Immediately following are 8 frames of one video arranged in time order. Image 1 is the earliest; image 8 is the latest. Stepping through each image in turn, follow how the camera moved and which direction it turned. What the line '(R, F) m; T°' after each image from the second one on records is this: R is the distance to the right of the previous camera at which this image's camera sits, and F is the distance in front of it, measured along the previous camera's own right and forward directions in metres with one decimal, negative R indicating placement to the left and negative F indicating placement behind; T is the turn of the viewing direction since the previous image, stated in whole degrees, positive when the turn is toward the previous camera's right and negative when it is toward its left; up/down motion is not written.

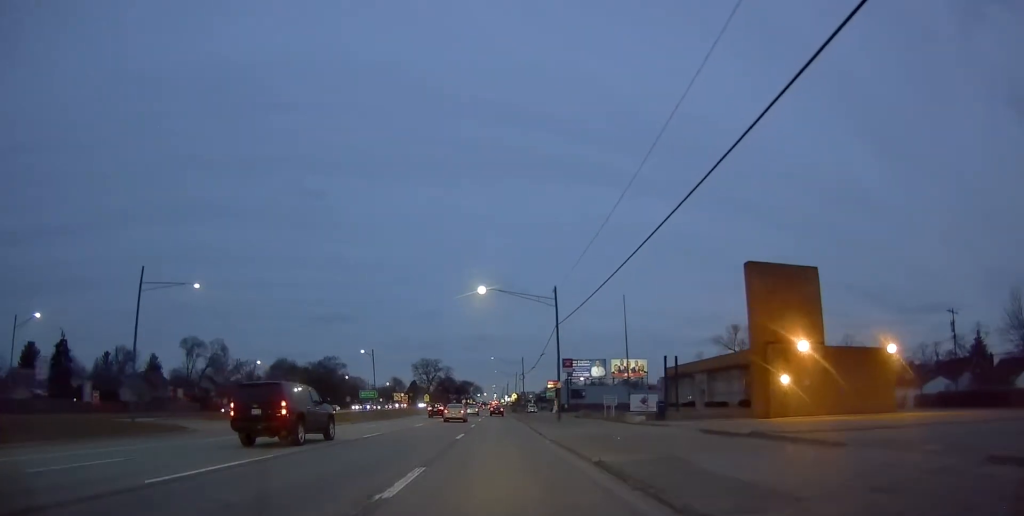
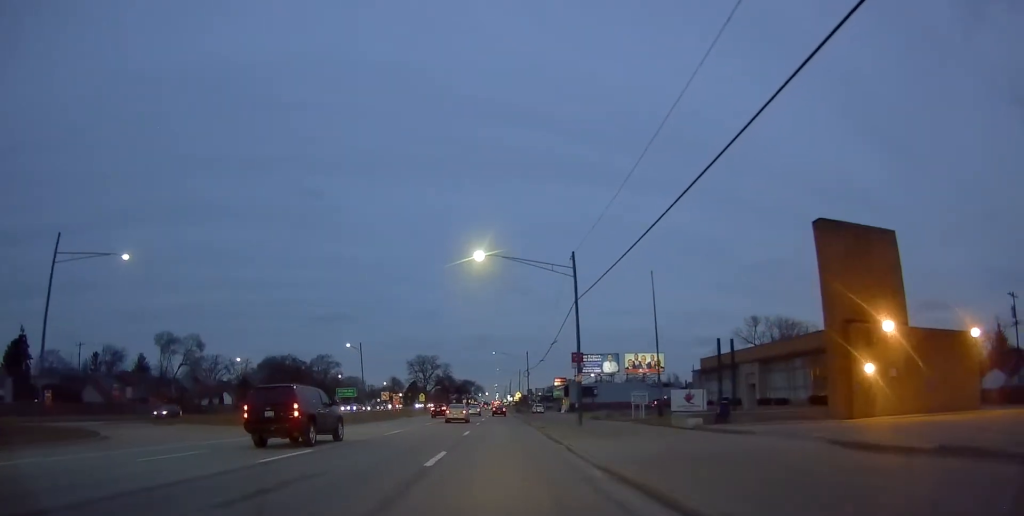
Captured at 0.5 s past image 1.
(-0.2, +10.6) m; 0°
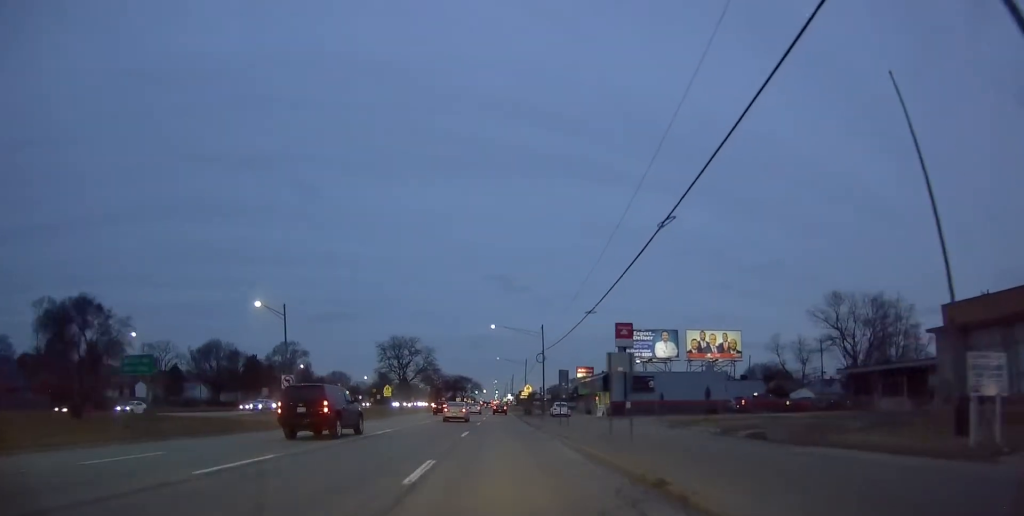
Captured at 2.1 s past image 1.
(+0.6, +34.6) m; +1°
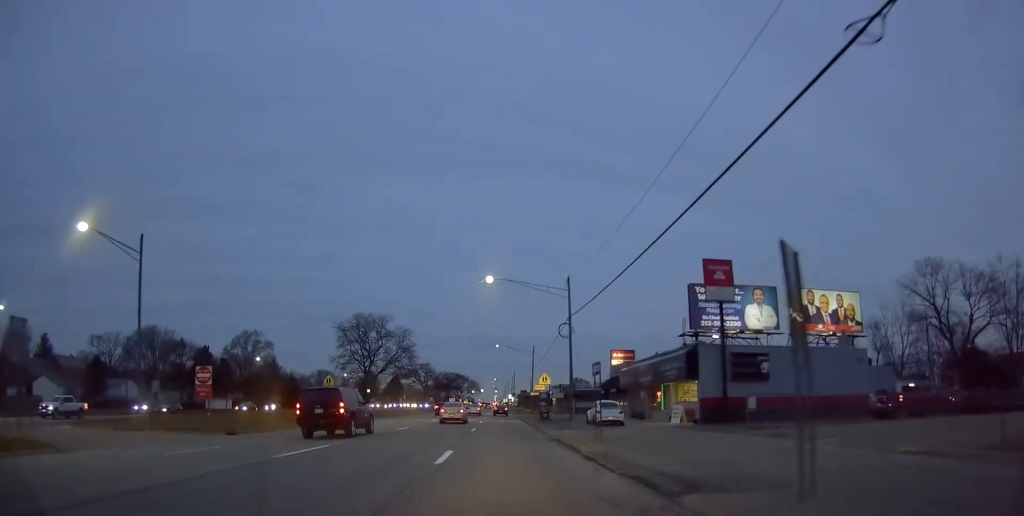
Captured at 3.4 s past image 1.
(-0.3, +26.6) m; 0°
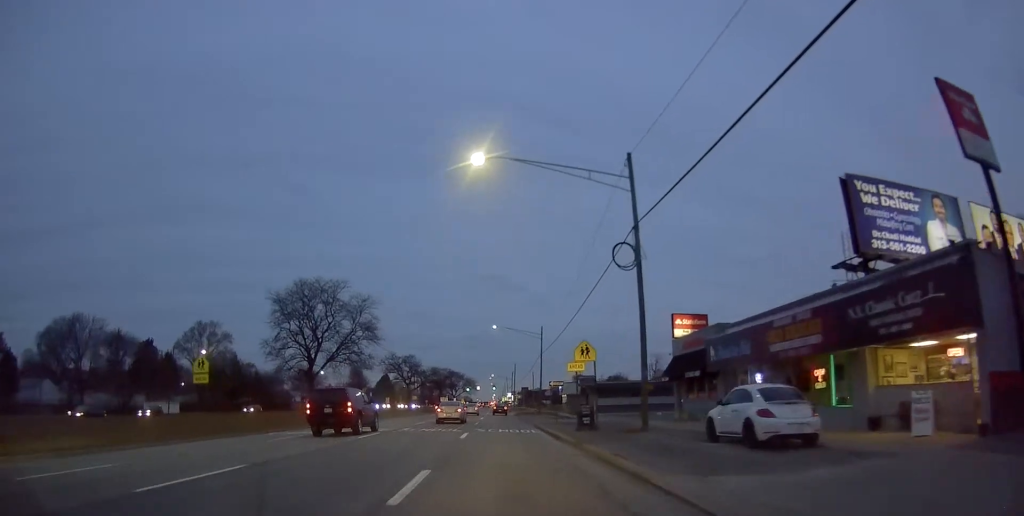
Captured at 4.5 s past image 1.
(+0.2, +22.1) m; -1°
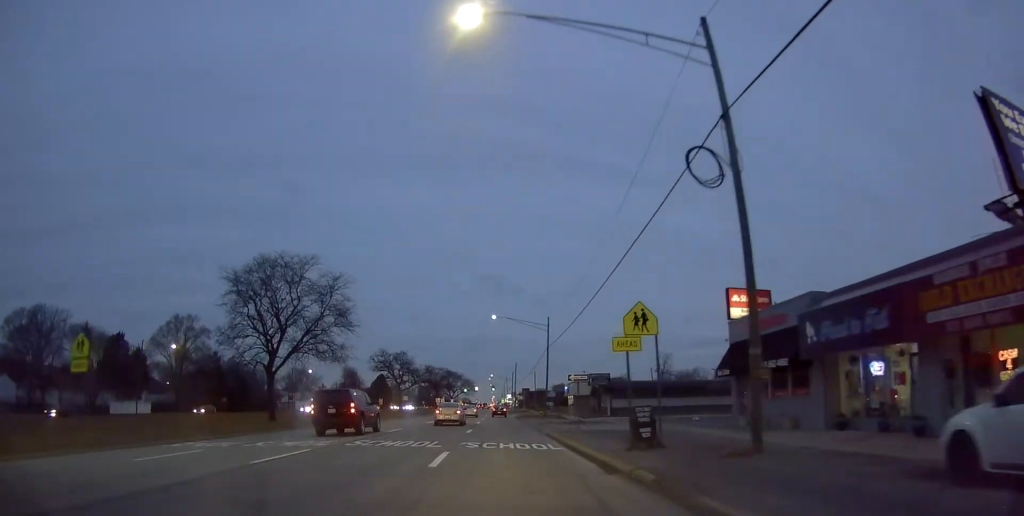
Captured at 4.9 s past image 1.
(0.0, +9.6) m; -1°
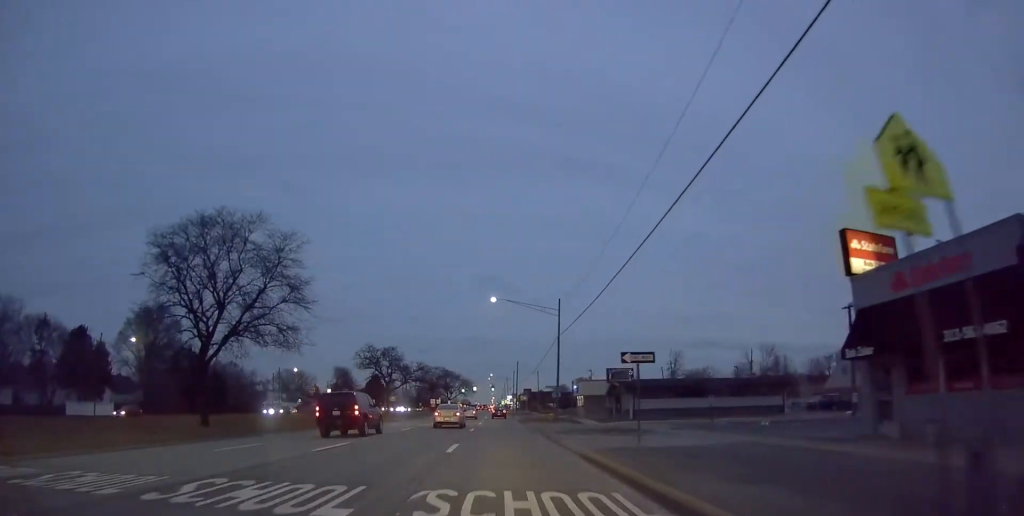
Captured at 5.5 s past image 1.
(-0.2, +10.9) m; -1°
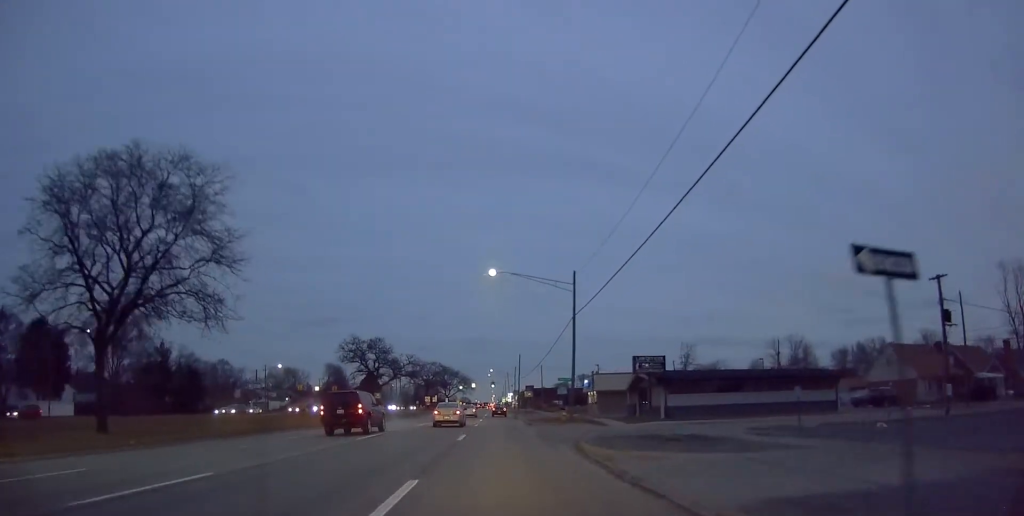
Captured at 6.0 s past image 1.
(-0.1, +10.3) m; 0°
